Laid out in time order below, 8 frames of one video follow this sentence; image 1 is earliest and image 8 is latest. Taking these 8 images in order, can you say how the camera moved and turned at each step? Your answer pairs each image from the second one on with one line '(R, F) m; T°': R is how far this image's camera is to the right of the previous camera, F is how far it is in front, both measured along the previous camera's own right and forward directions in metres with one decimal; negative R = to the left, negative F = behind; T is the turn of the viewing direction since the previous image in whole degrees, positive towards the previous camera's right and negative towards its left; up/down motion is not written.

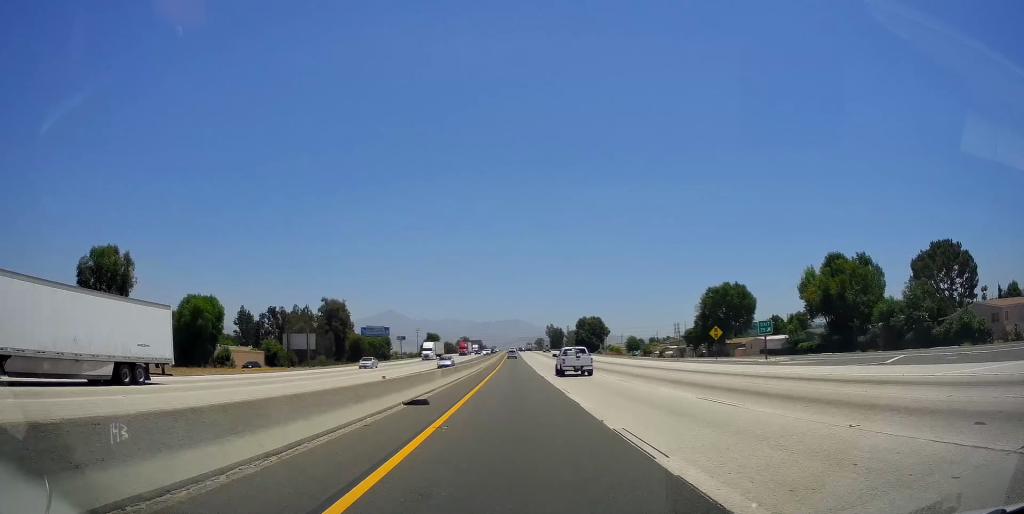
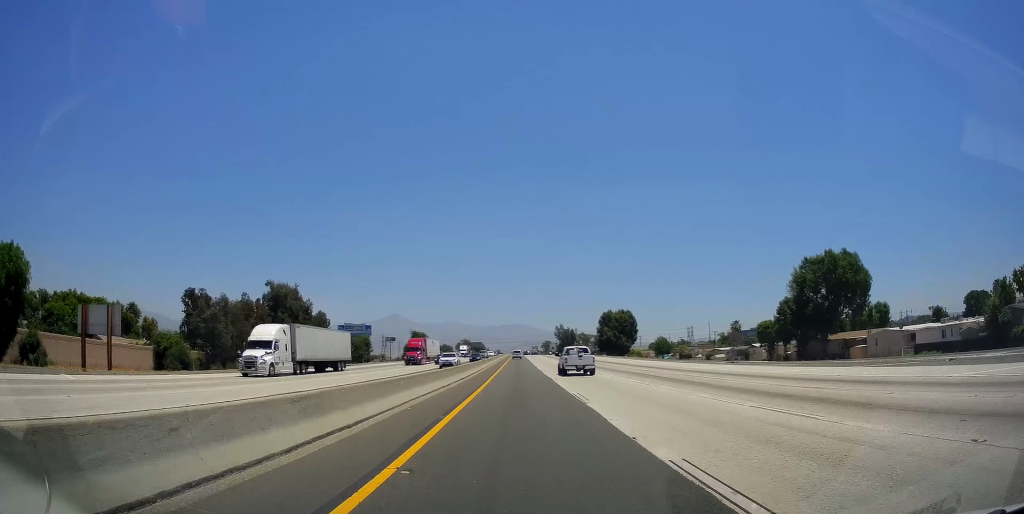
(0.0, +47.1) m; 0°
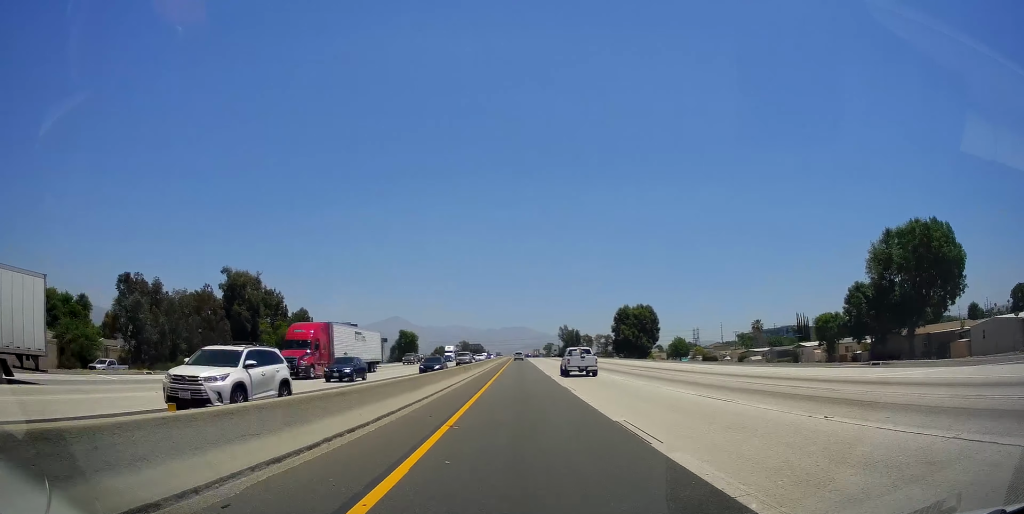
(0.0, +23.4) m; 0°
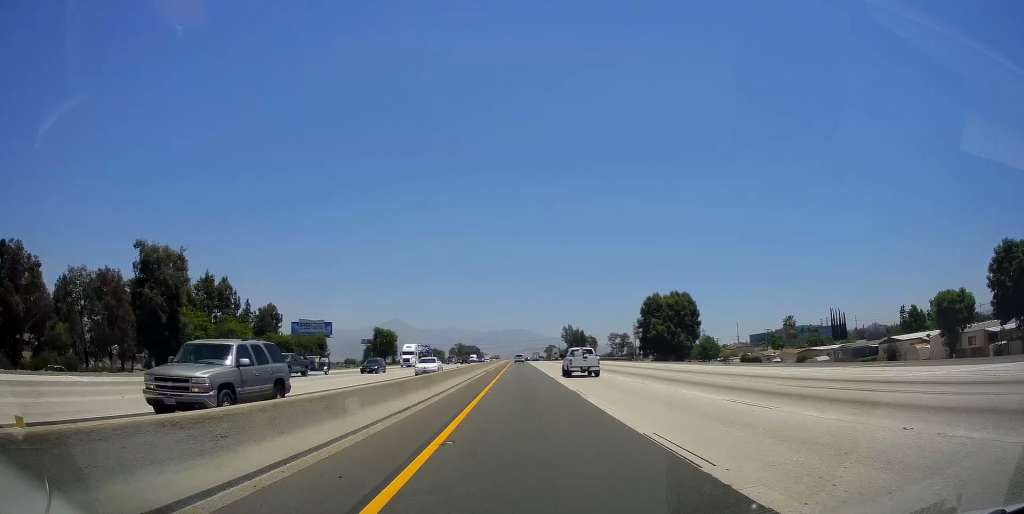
(0.0, +29.5) m; 0°
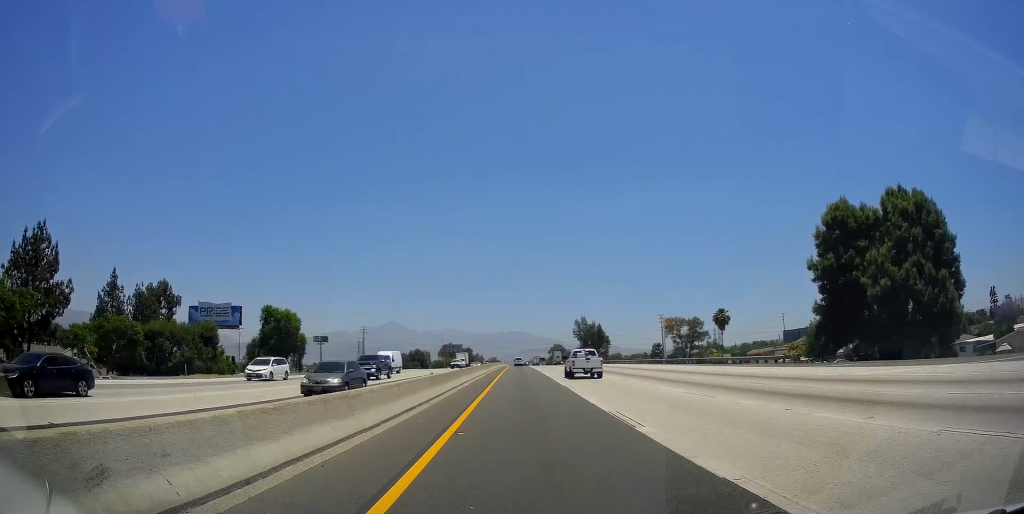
(0.0, +68.2) m; 0°
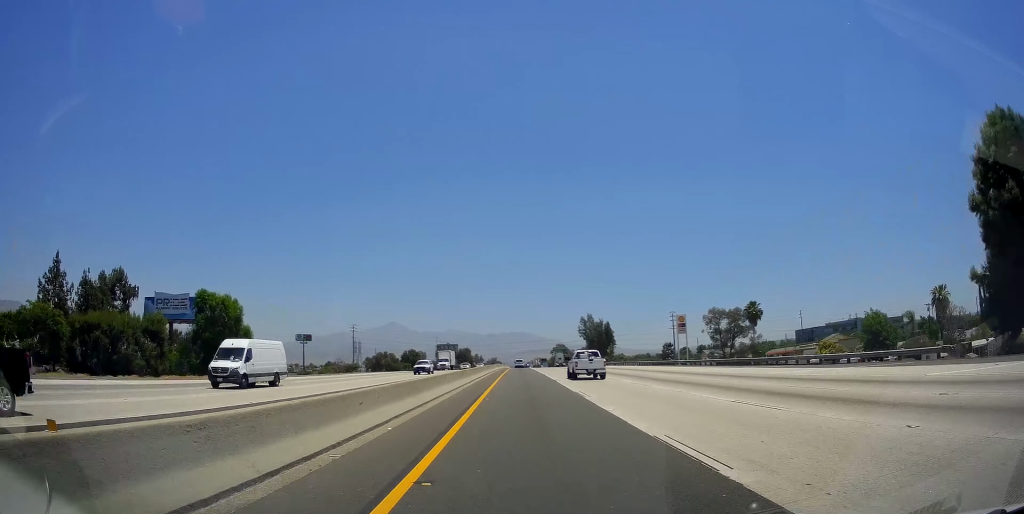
(0.0, +21.1) m; 0°
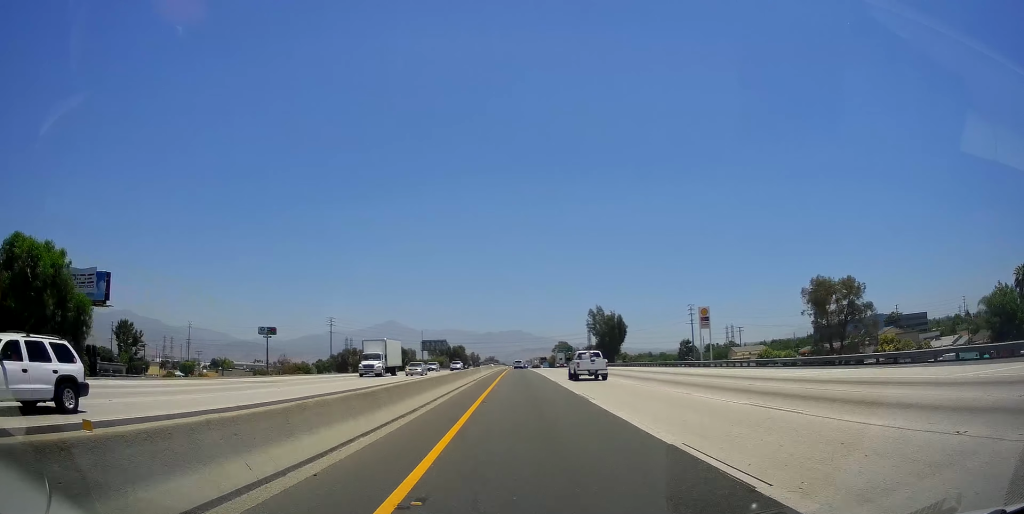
(+0.4, +29.4) m; 0°
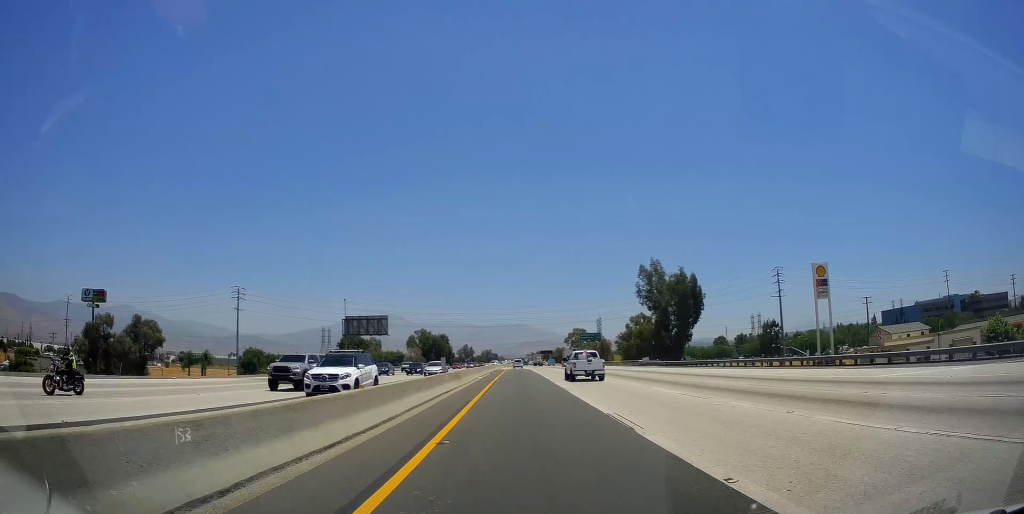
(-0.7, +80.0) m; 0°
